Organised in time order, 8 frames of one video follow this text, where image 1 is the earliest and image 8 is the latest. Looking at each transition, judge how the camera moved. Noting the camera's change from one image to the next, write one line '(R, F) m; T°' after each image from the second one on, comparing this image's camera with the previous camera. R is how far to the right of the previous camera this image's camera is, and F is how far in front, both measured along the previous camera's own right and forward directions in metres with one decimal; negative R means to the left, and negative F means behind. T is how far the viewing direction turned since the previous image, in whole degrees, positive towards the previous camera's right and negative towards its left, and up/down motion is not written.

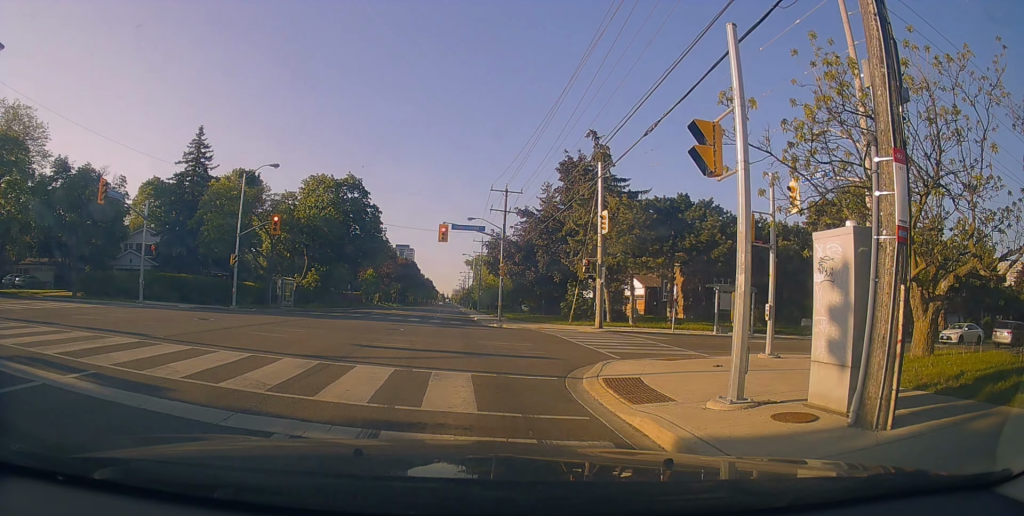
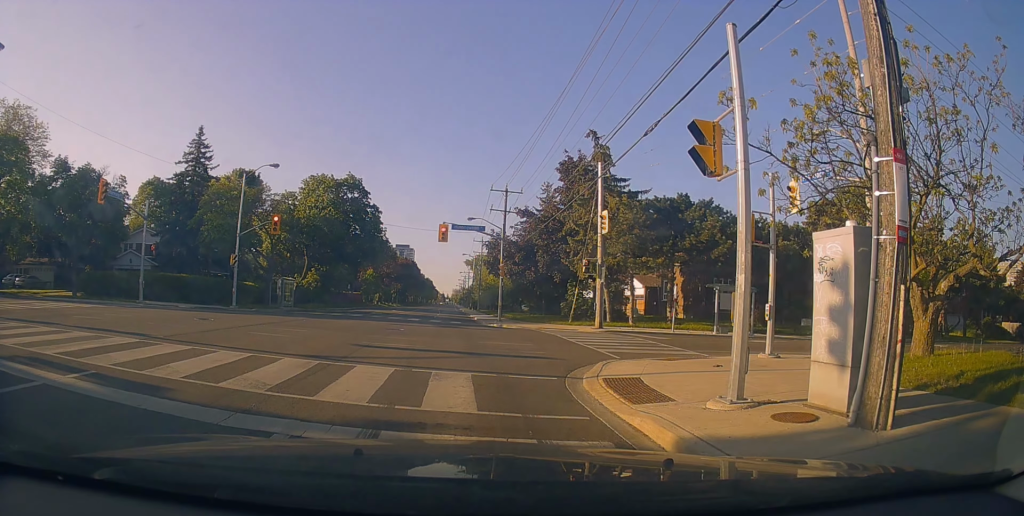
(0.0, 0.0) m; 0°
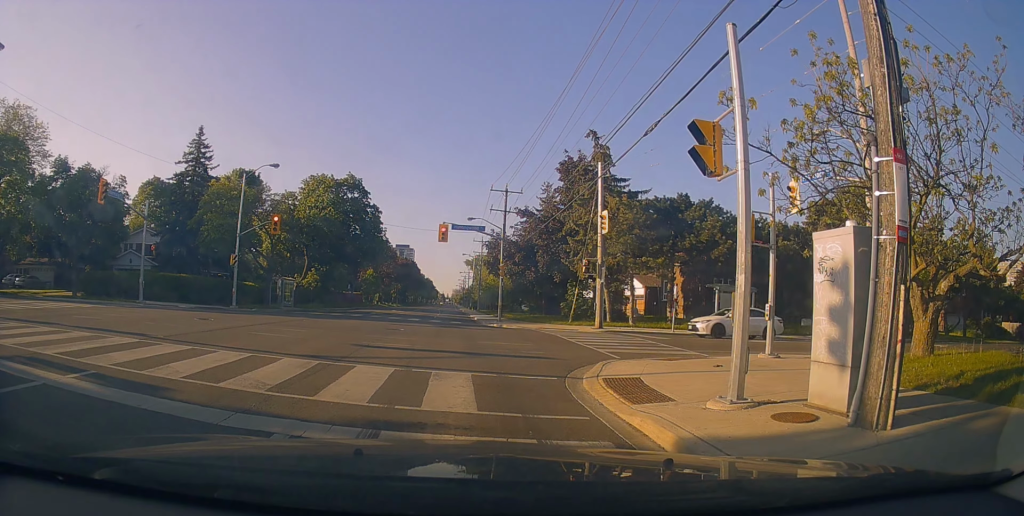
(0.0, 0.0) m; 0°
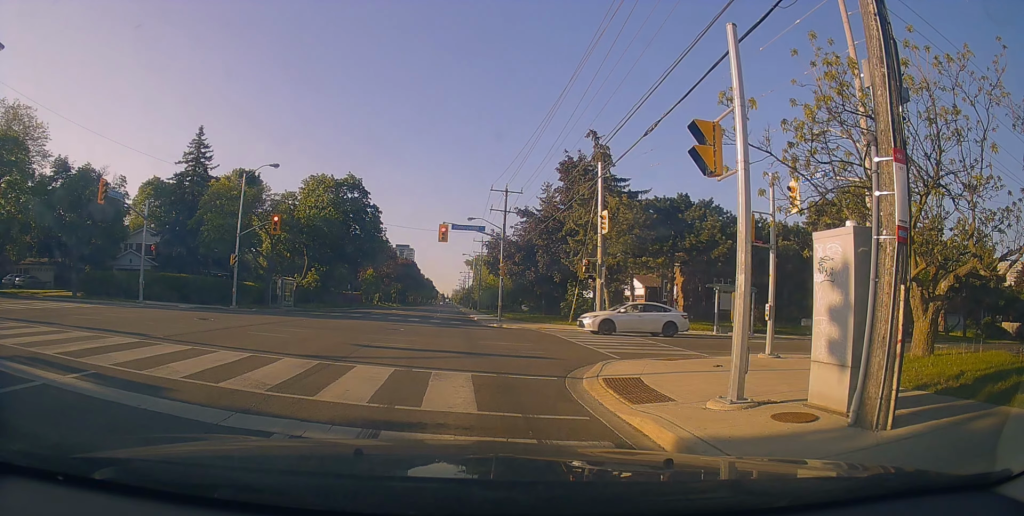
(0.0, 0.0) m; 0°
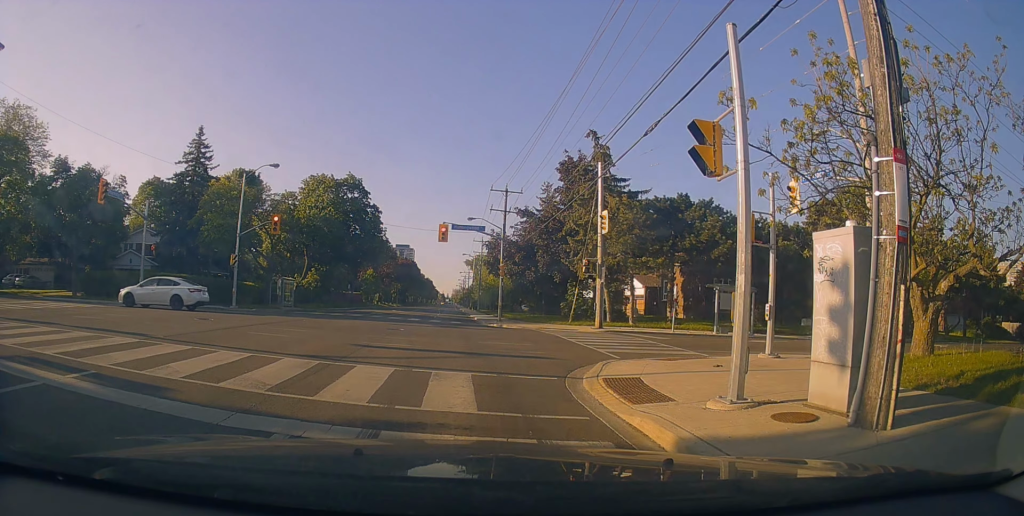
(0.0, 0.0) m; 0°
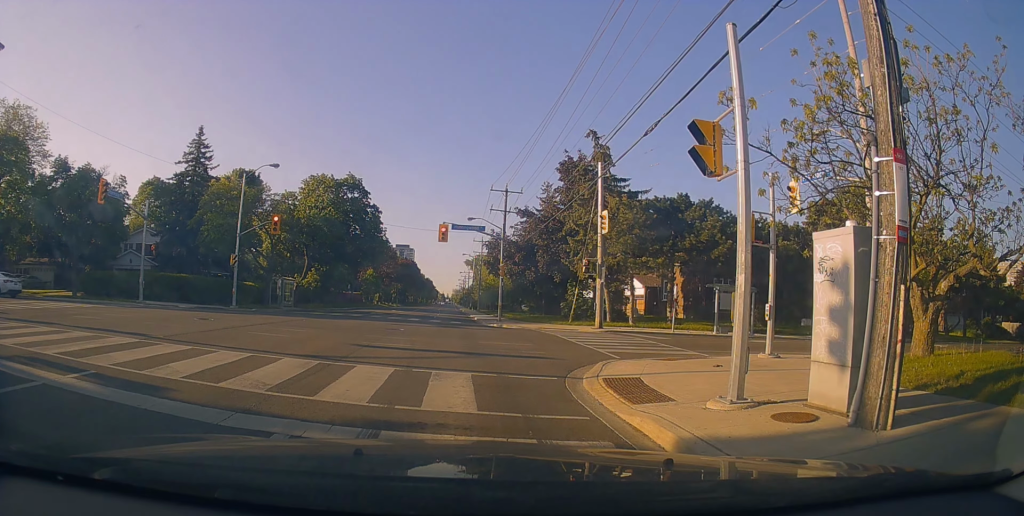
(0.0, 0.0) m; 0°
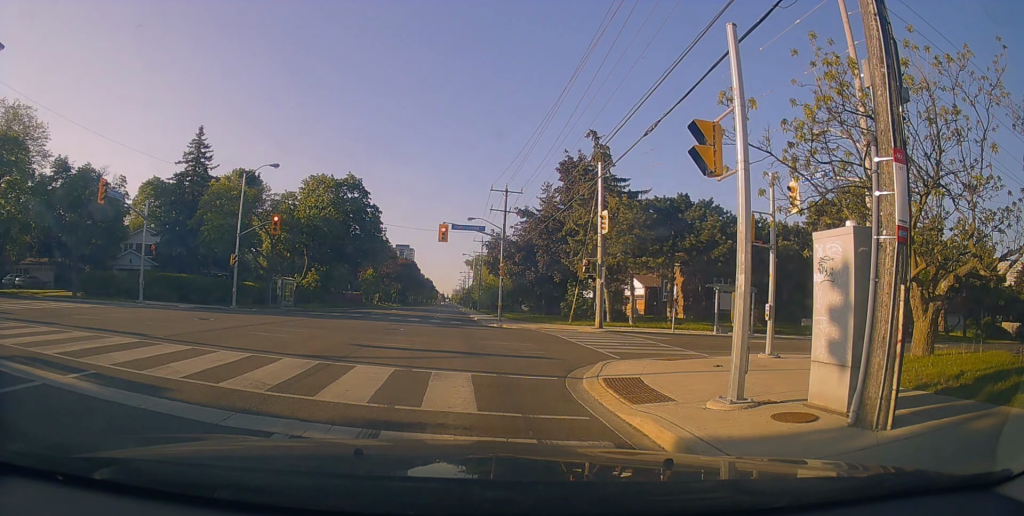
(0.0, 0.0) m; 0°
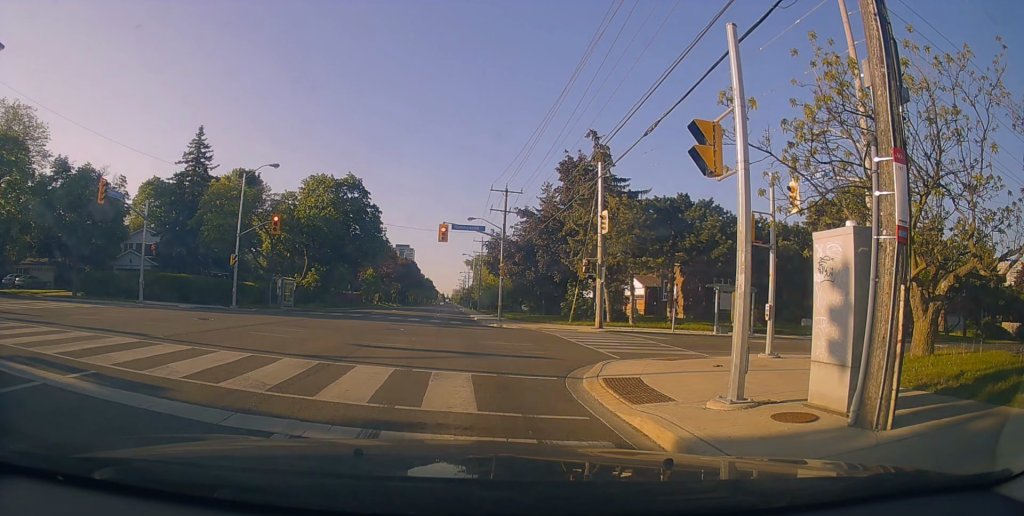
(0.0, 0.0) m; 0°
